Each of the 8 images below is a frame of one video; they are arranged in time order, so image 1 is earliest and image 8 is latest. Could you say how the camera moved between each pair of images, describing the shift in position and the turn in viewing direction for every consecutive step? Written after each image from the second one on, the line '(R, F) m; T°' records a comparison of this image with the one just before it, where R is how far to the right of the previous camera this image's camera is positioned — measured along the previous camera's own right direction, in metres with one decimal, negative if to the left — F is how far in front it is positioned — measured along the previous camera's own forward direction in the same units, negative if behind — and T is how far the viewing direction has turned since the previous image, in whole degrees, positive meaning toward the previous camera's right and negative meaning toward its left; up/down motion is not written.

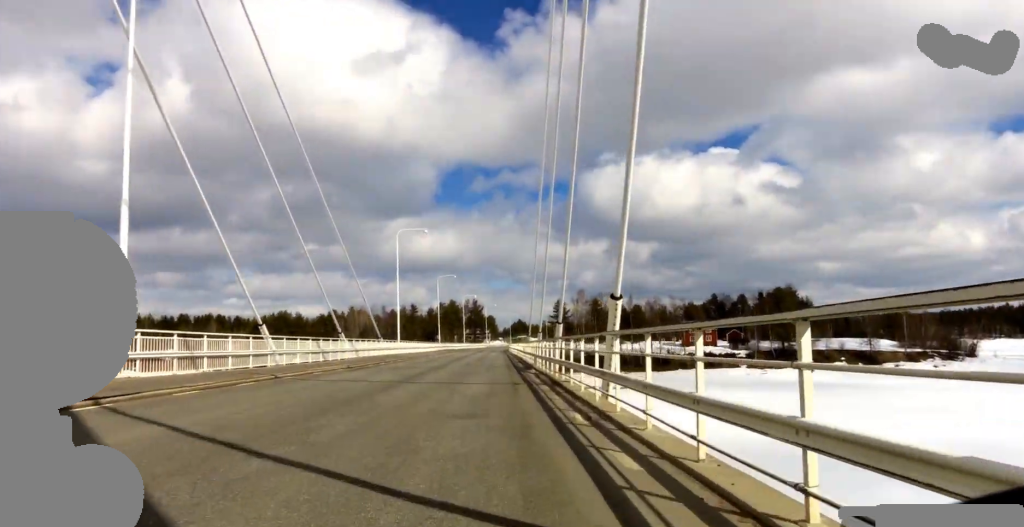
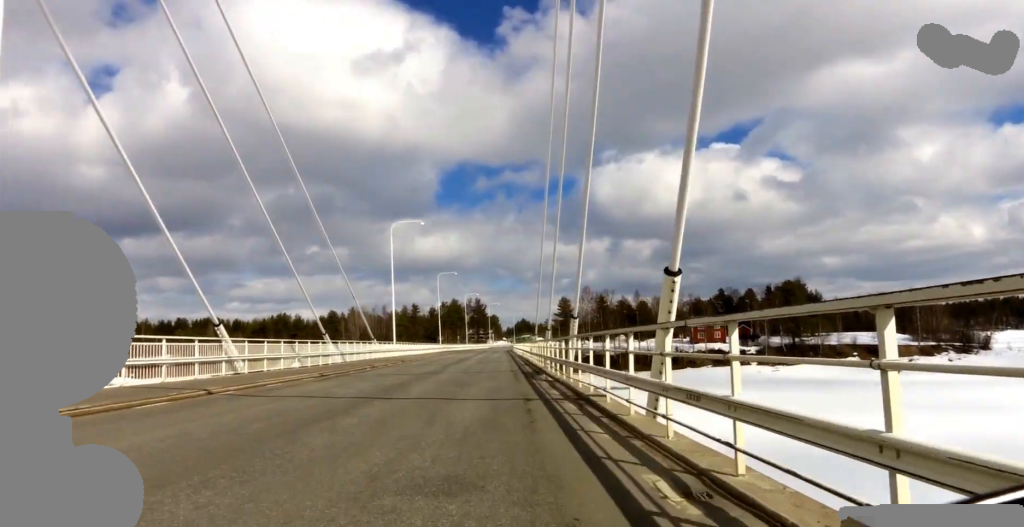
(+0.2, +4.4) m; +2°
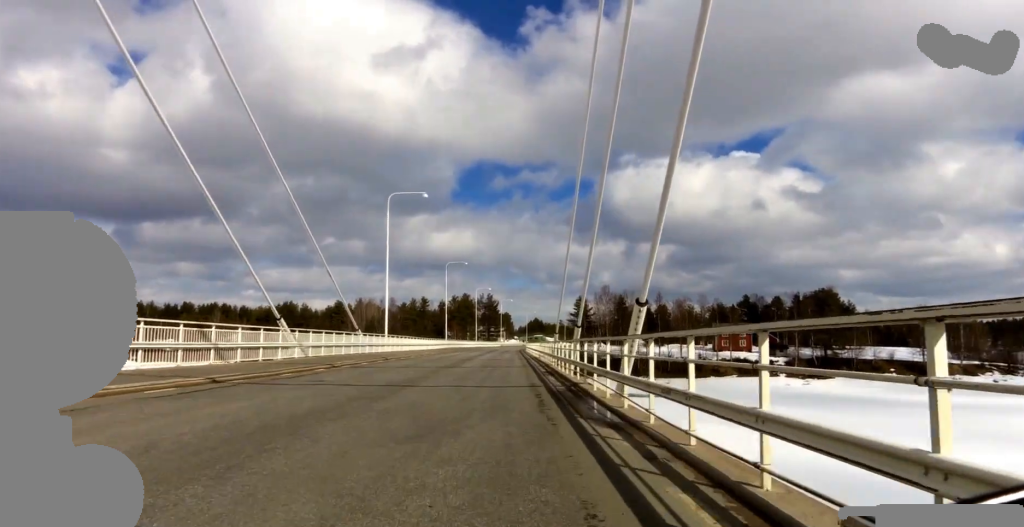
(+0.2, +9.1) m; 0°
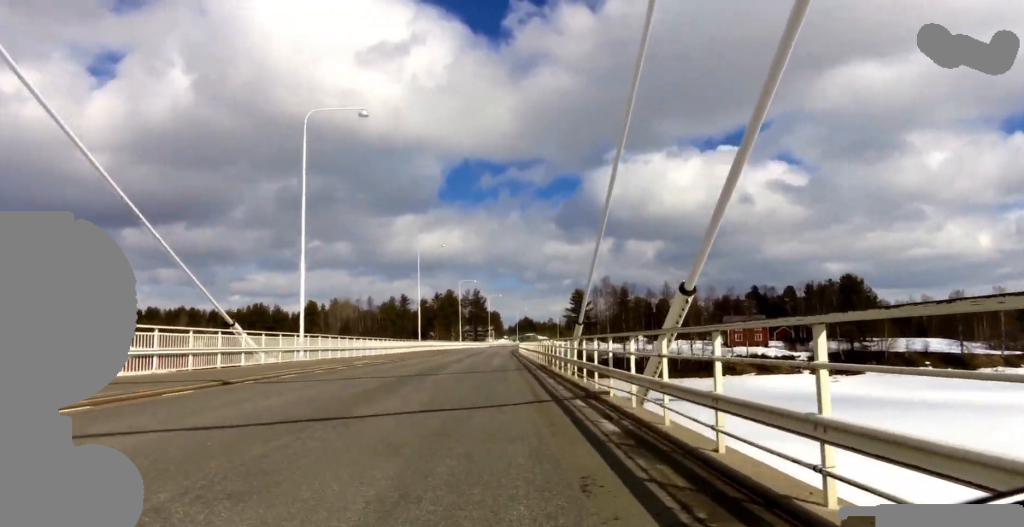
(-0.4, +16.4) m; +1°
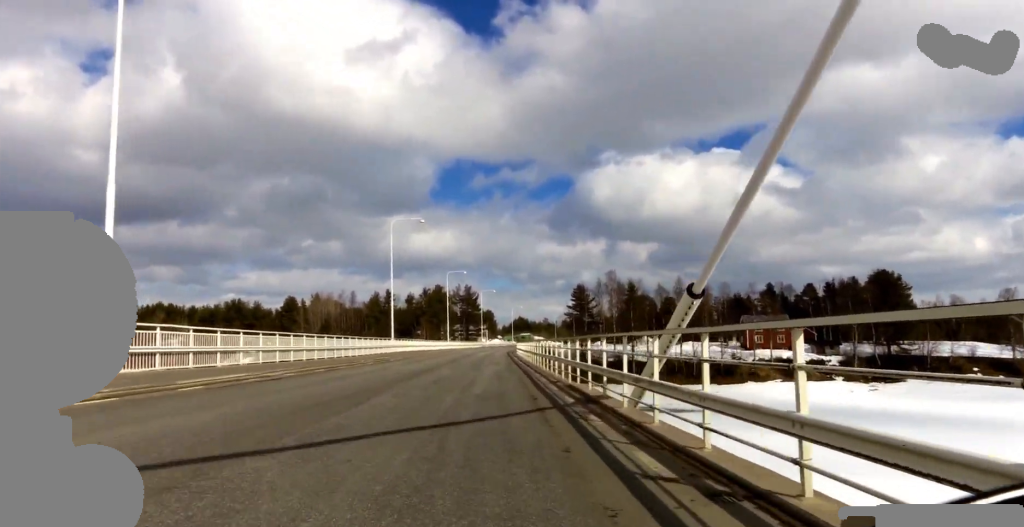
(+0.7, +13.7) m; +2°
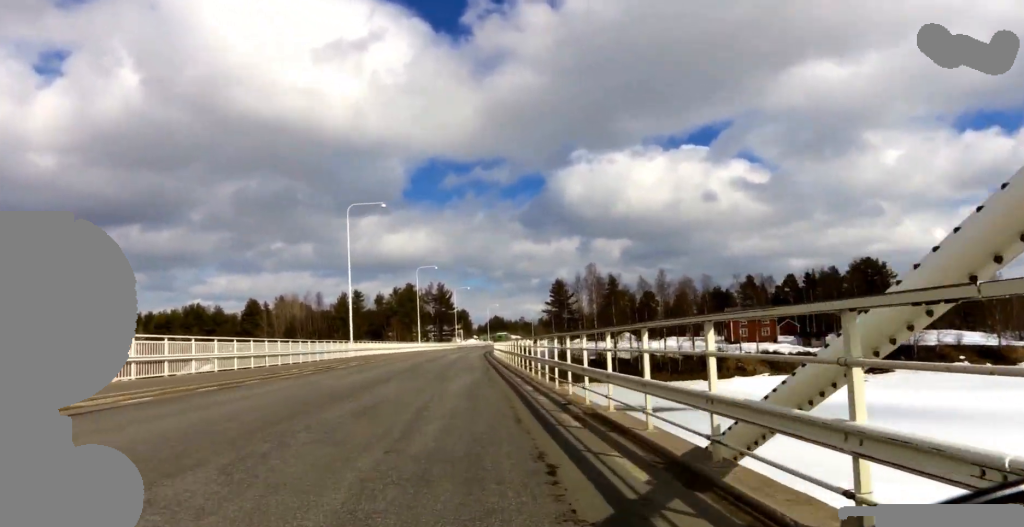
(-0.1, +6.3) m; -1°
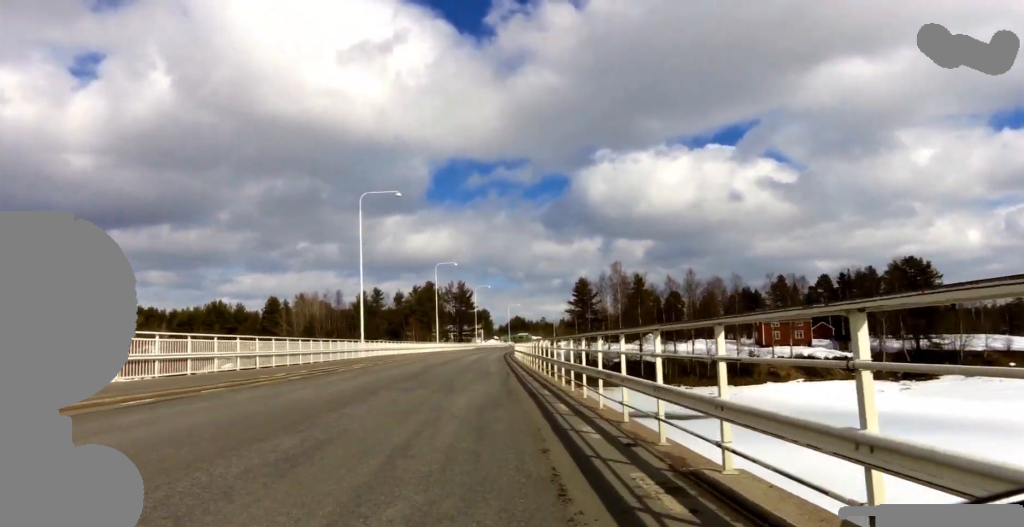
(-0.2, +3.6) m; 0°
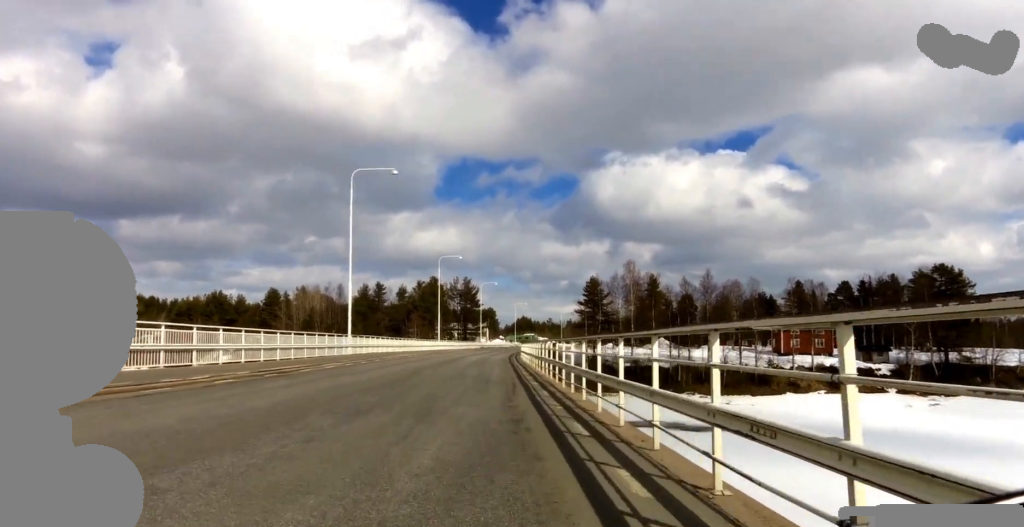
(0.0, +4.9) m; +1°
